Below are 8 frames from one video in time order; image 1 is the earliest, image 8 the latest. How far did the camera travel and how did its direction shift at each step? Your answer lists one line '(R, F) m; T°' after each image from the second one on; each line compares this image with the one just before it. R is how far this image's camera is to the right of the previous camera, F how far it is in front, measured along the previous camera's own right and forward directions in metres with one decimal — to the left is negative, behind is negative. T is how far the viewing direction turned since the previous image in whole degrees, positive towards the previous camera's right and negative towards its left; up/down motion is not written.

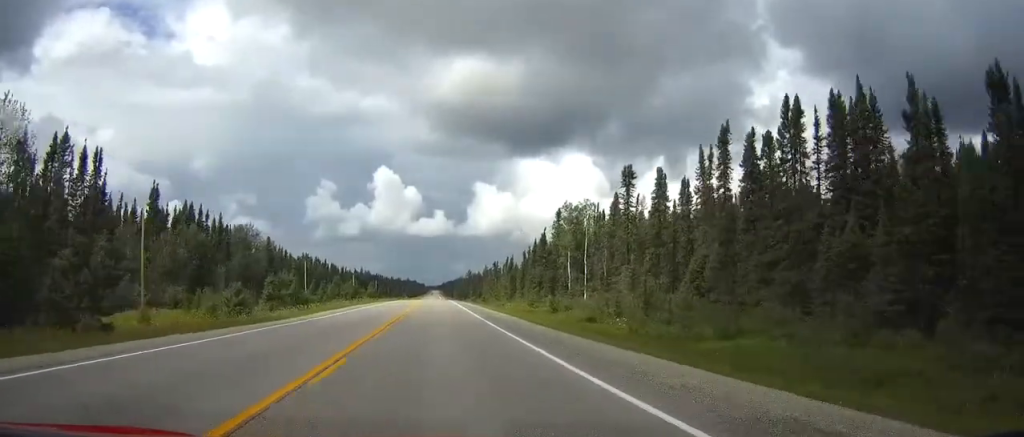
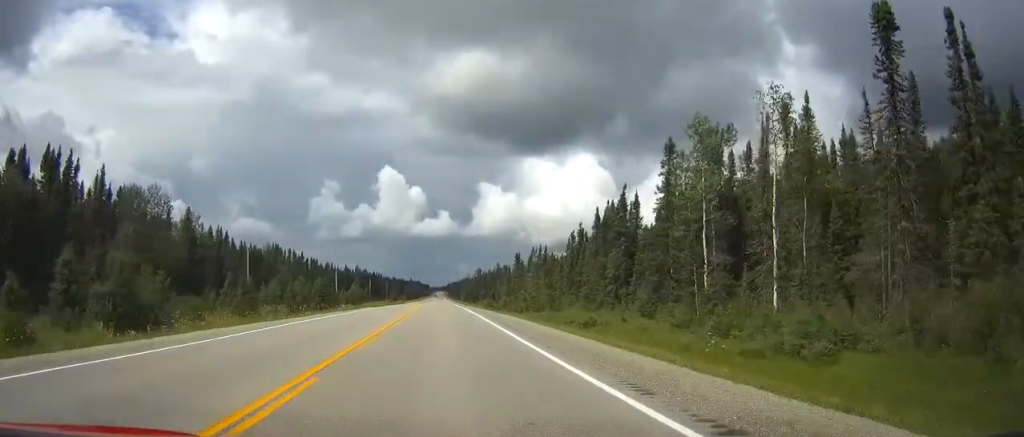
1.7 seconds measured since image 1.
(+0.1, +50.5) m; 0°
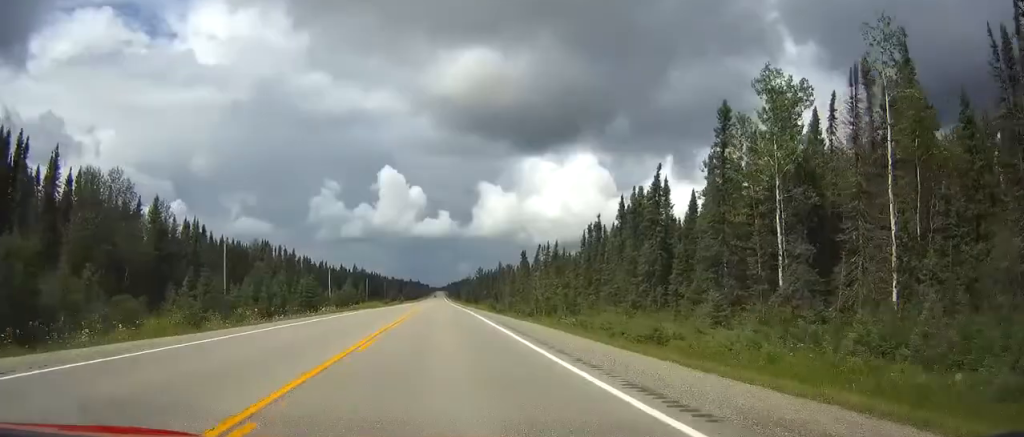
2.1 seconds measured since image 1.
(+0.1, +11.8) m; 0°
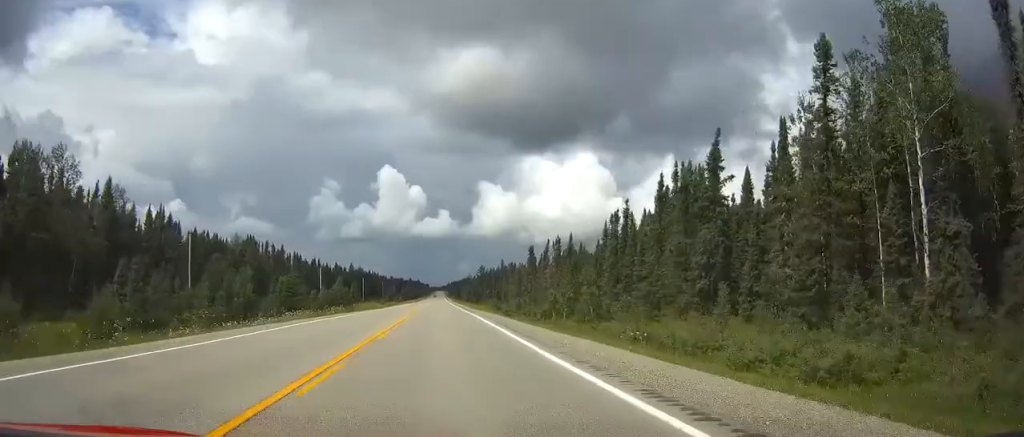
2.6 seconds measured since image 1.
(0.0, +13.8) m; 0°
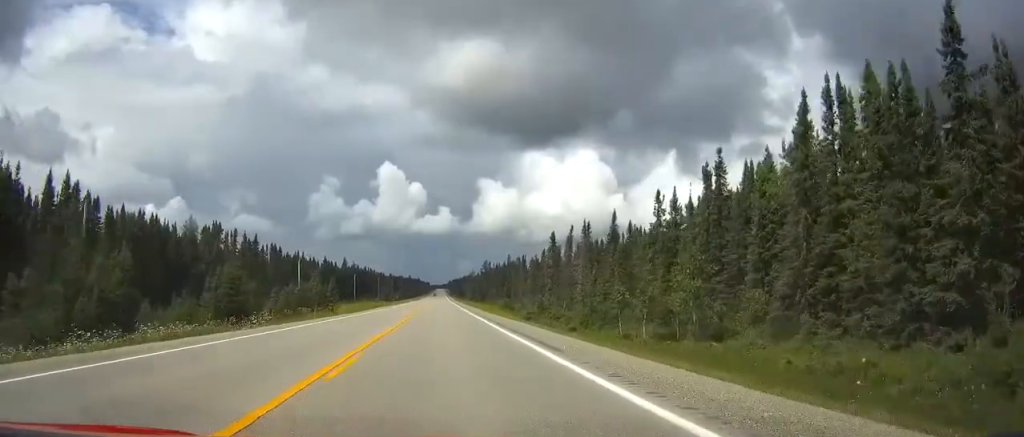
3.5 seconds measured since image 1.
(-0.1, +26.6) m; -1°
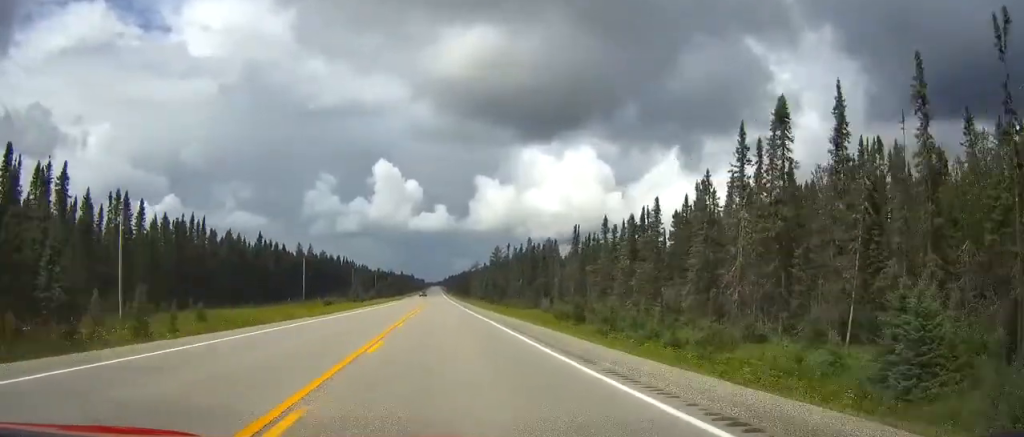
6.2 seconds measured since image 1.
(+0.4, +81.4) m; +1°
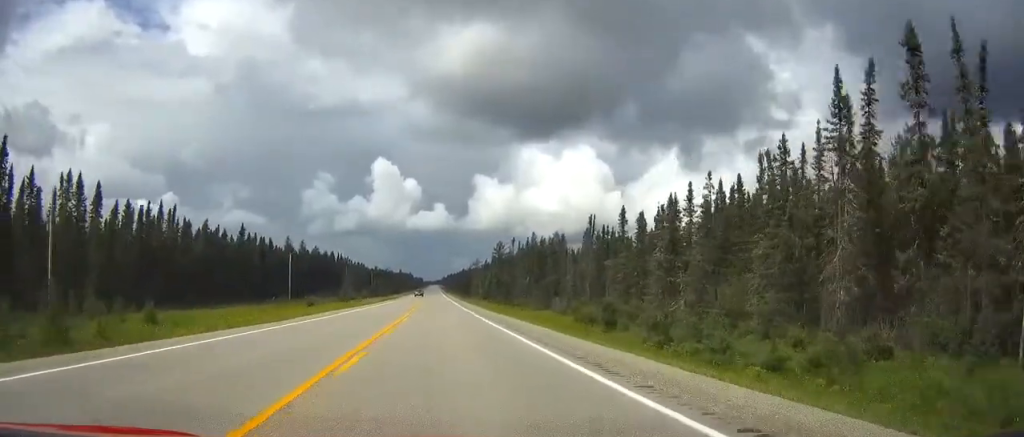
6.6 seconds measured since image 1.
(0.0, +13.0) m; 0°
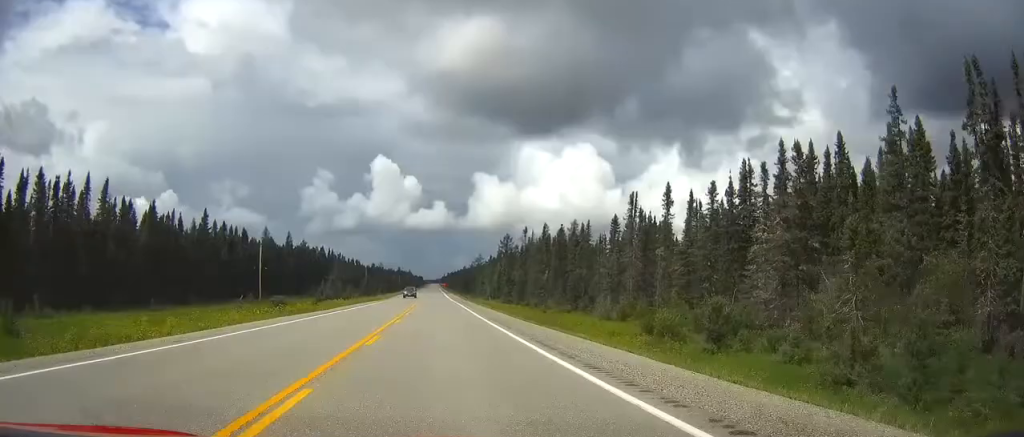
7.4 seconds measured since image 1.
(-0.1, +23.1) m; 0°
